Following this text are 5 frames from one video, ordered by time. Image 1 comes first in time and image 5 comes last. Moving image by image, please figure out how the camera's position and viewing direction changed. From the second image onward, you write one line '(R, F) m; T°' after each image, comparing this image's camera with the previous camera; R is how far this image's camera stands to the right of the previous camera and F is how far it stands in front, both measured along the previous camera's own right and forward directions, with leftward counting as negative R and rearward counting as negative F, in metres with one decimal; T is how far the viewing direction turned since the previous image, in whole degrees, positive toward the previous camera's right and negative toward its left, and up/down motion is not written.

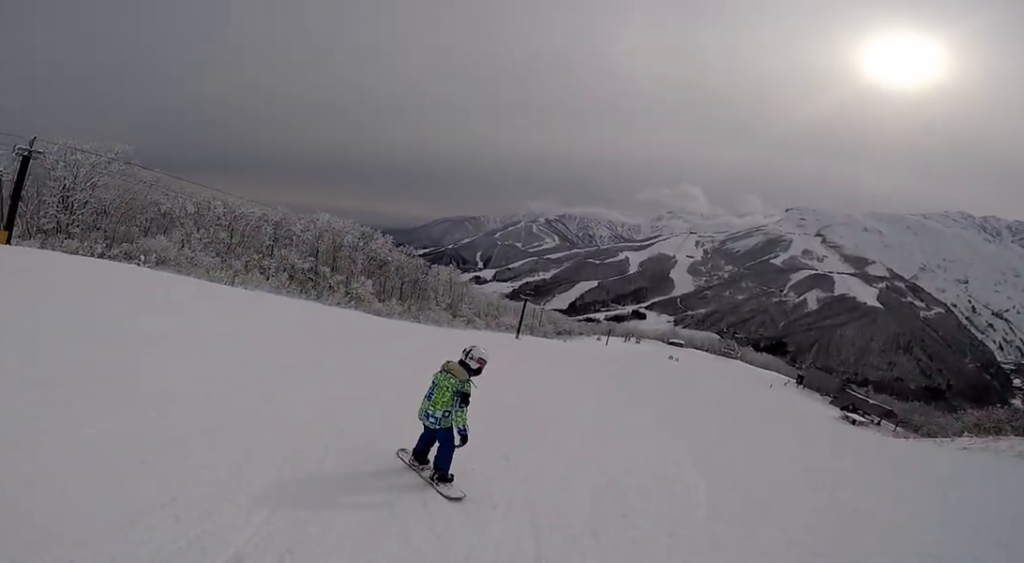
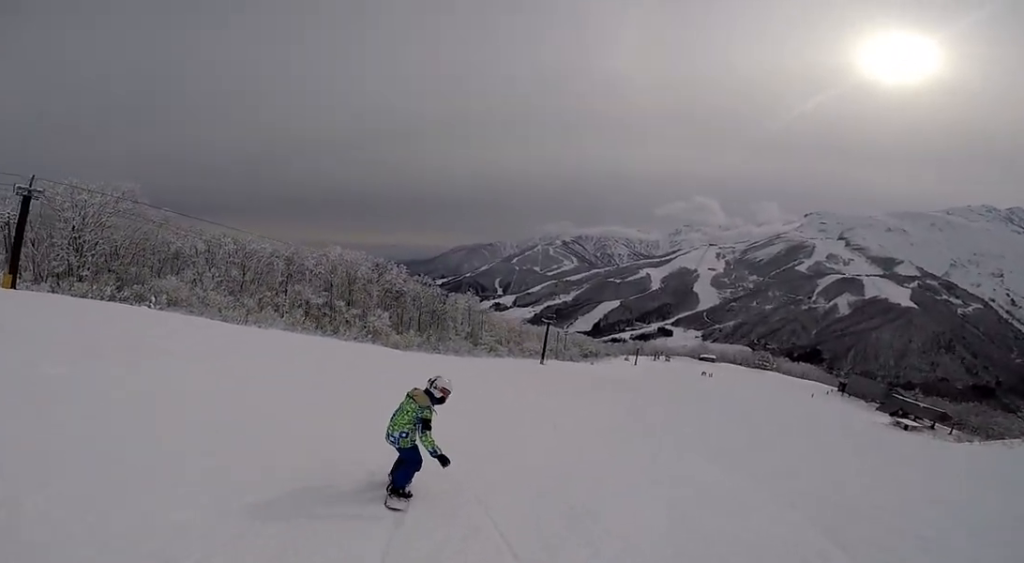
(+0.7, +2.3) m; 0°
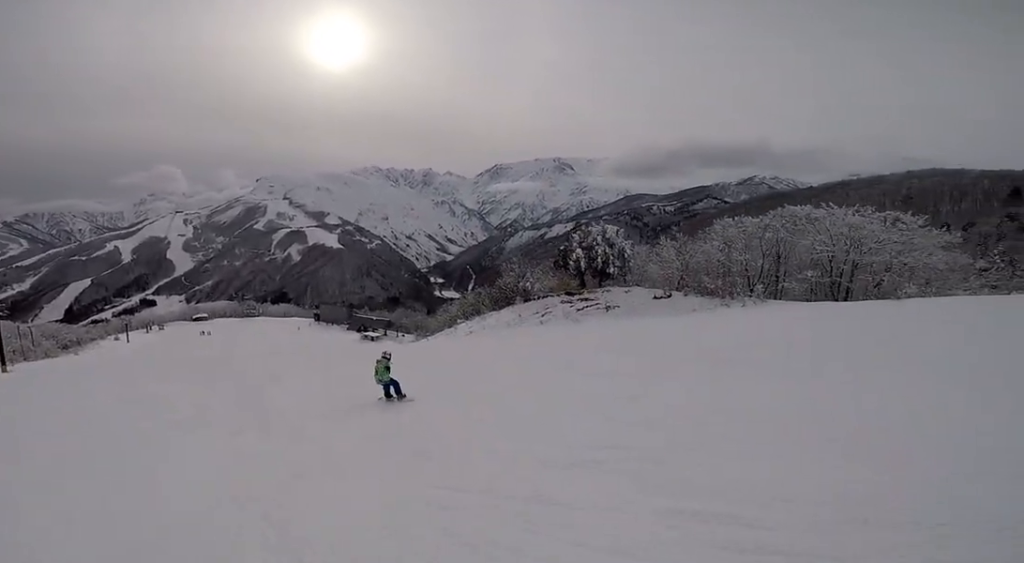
(-0.1, +12.3) m; +31°
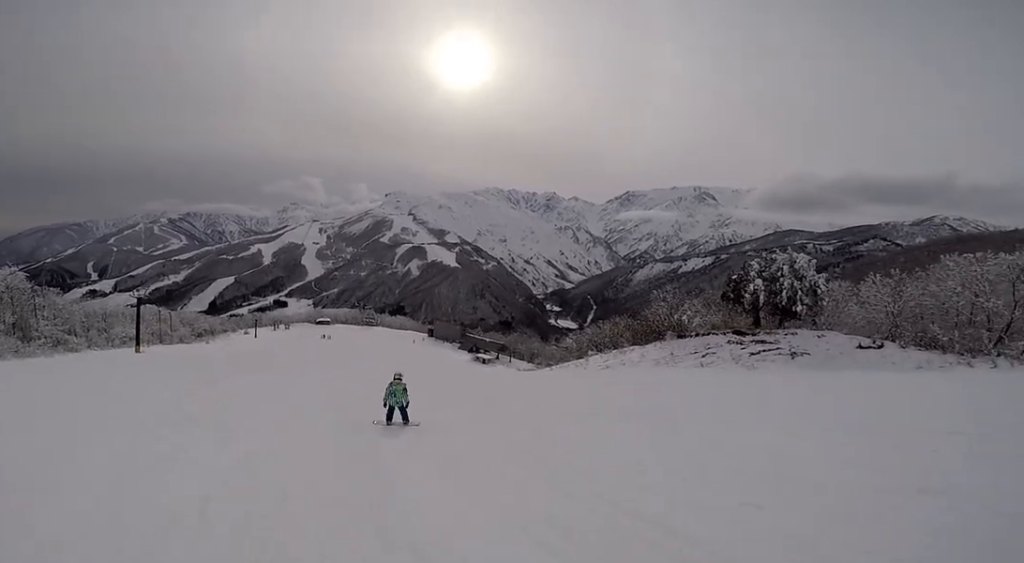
(+0.2, +6.8) m; -17°
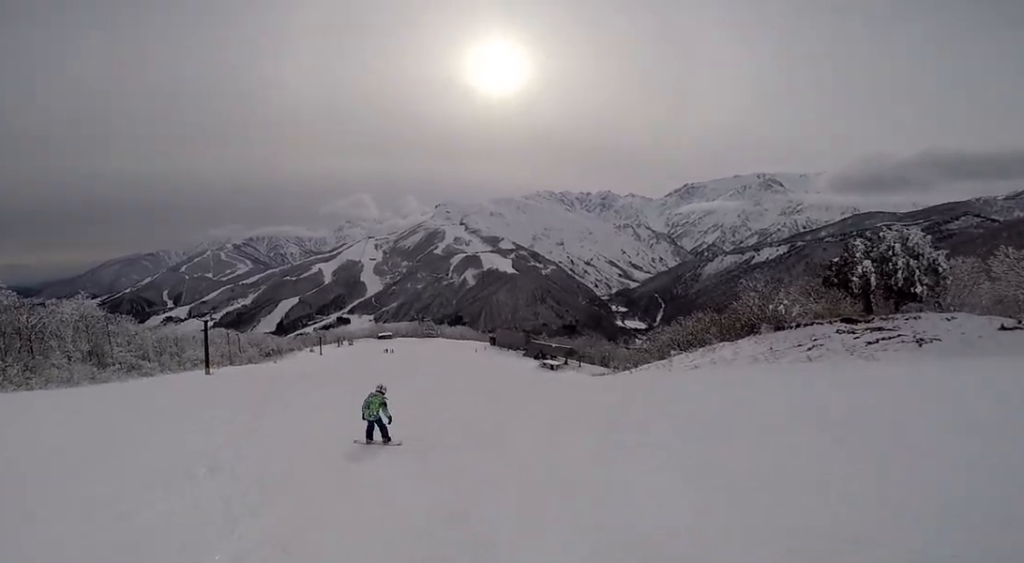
(-0.5, +3.4) m; -7°
